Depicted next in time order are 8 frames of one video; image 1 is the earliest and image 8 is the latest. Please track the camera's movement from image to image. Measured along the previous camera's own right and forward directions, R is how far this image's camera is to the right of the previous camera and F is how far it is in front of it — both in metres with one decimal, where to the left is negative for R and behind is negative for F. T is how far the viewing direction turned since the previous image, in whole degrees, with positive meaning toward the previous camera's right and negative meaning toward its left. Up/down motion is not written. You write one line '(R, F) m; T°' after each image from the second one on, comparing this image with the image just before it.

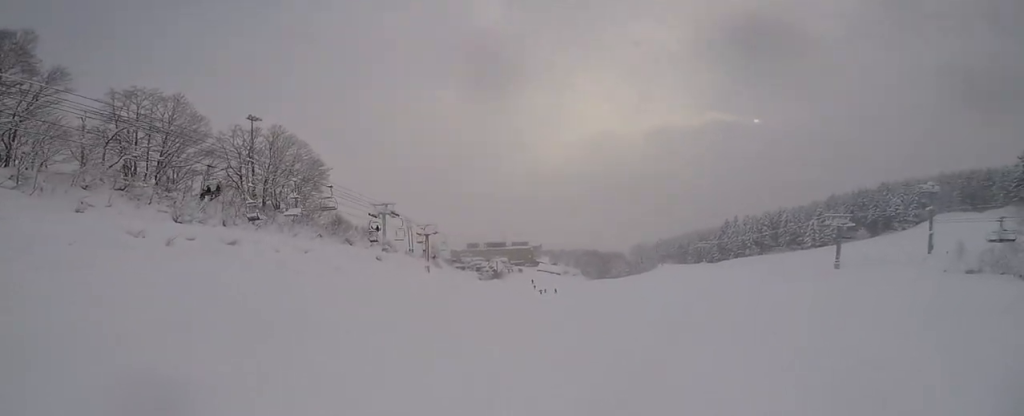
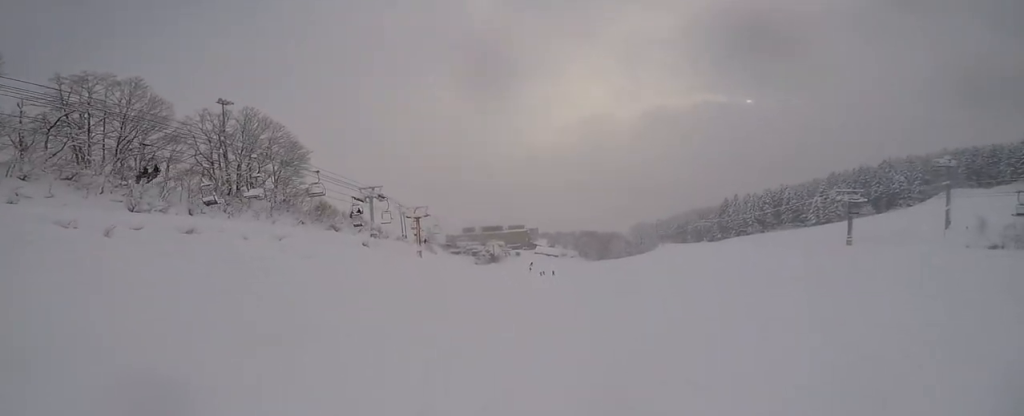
(+0.3, +3.9) m; +4°
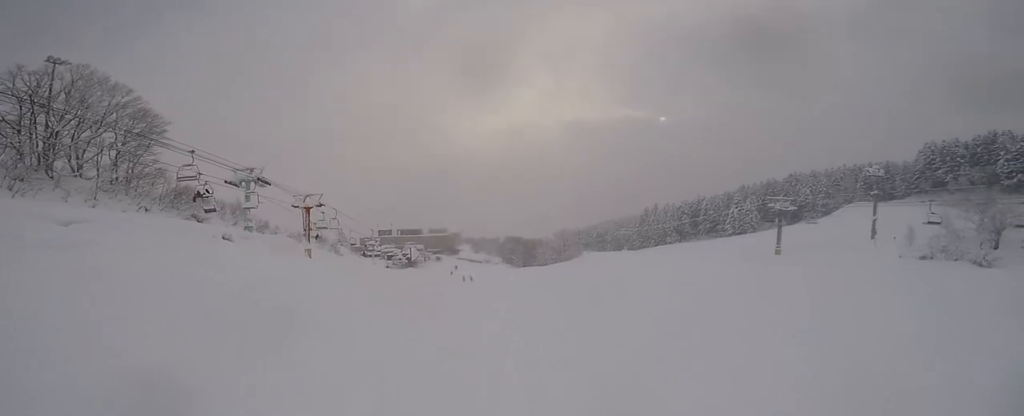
(+0.4, +9.5) m; +3°
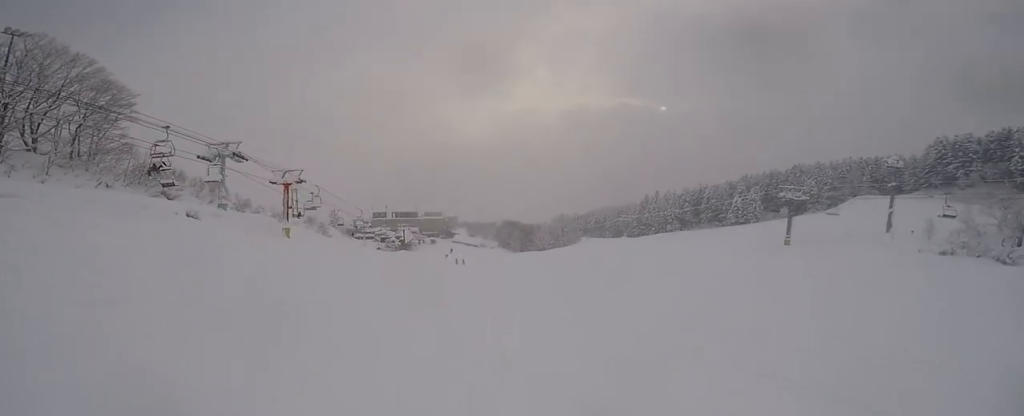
(+0.1, +3.5) m; -2°
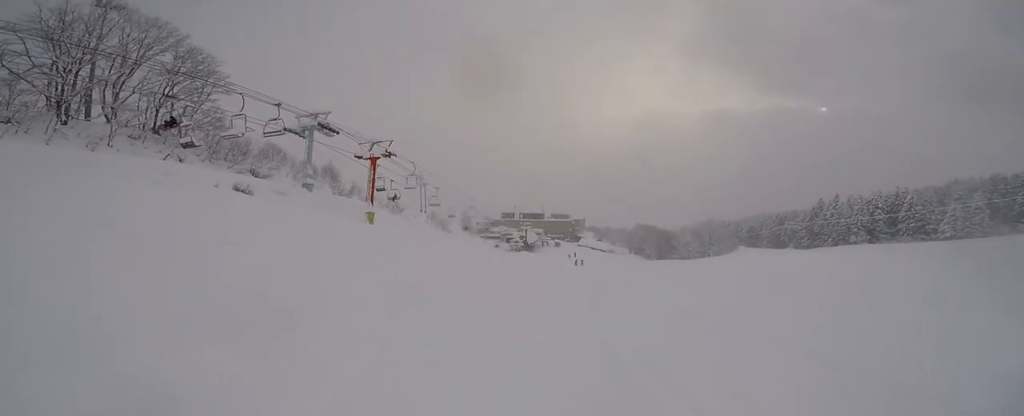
(-3.0, +12.0) m; -14°
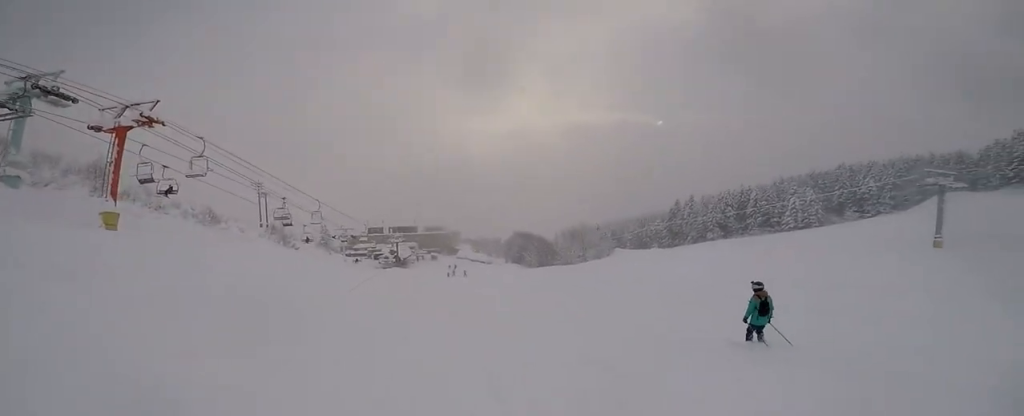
(+1.9, +10.9) m; +11°
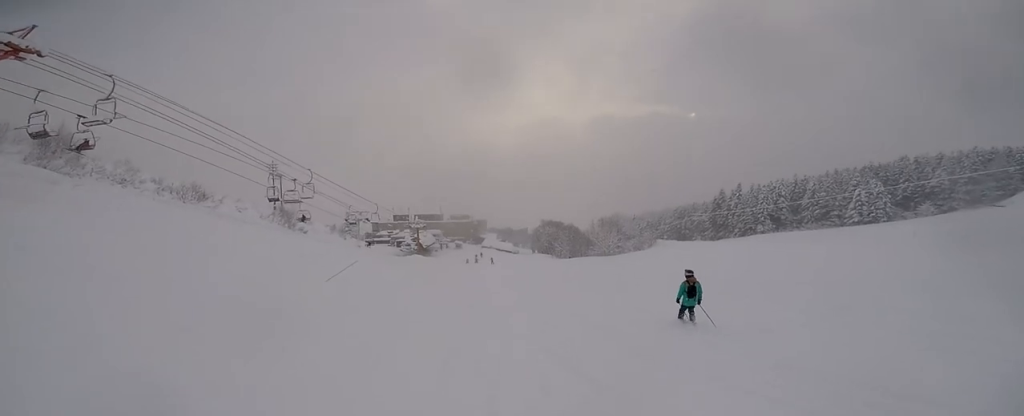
(0.0, +8.8) m; +1°
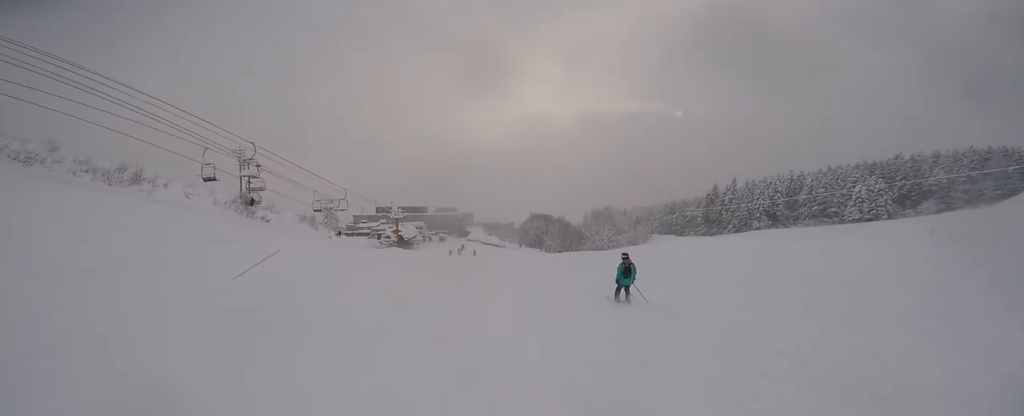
(0.0, +6.0) m; +3°
